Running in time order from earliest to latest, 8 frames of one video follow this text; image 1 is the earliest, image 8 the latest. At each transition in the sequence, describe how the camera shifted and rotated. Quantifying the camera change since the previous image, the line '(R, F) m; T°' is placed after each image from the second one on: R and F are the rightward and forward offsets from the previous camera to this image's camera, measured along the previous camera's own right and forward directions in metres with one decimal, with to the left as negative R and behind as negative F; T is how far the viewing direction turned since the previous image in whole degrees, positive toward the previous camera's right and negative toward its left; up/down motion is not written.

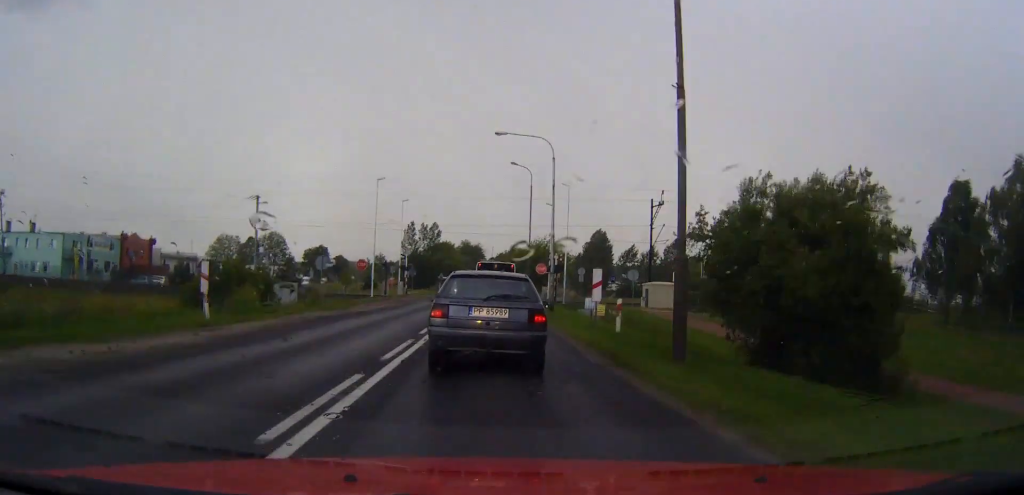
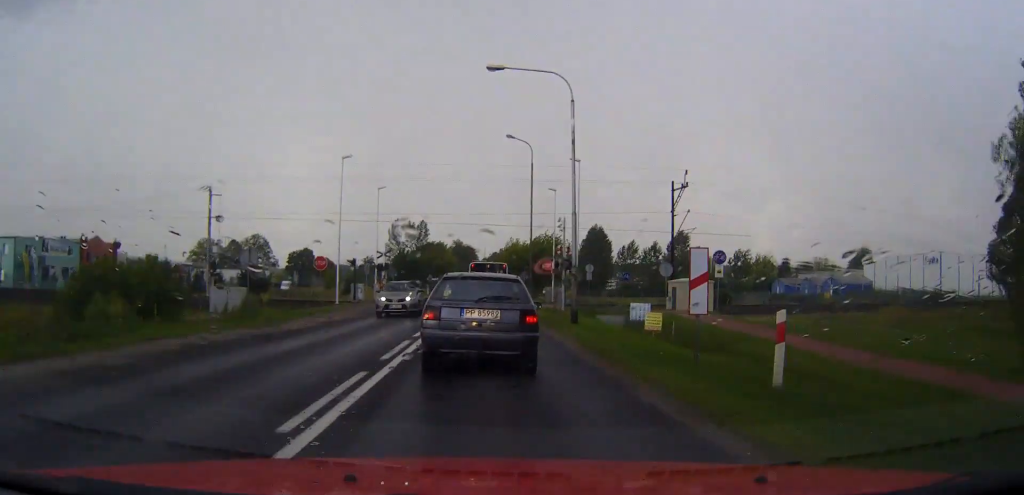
(+0.2, +11.9) m; +1°
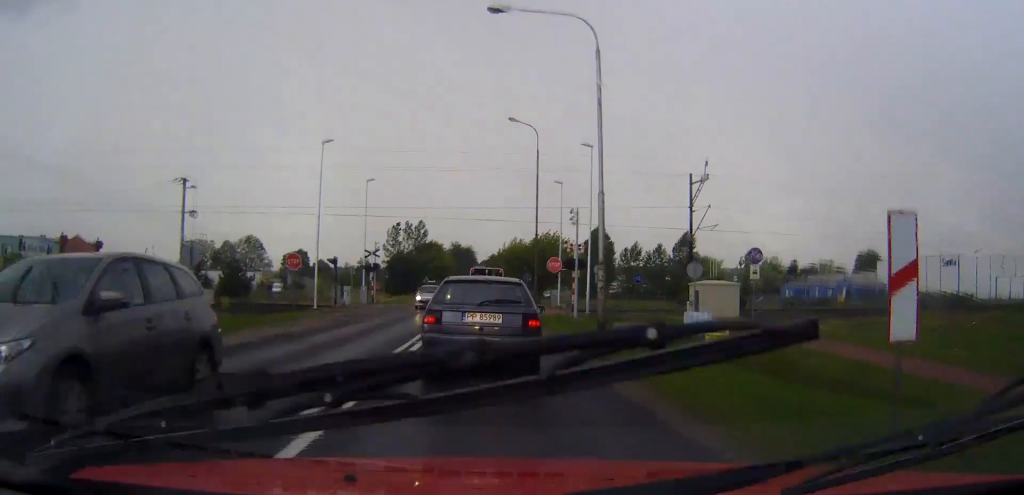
(0.0, +6.8) m; 0°
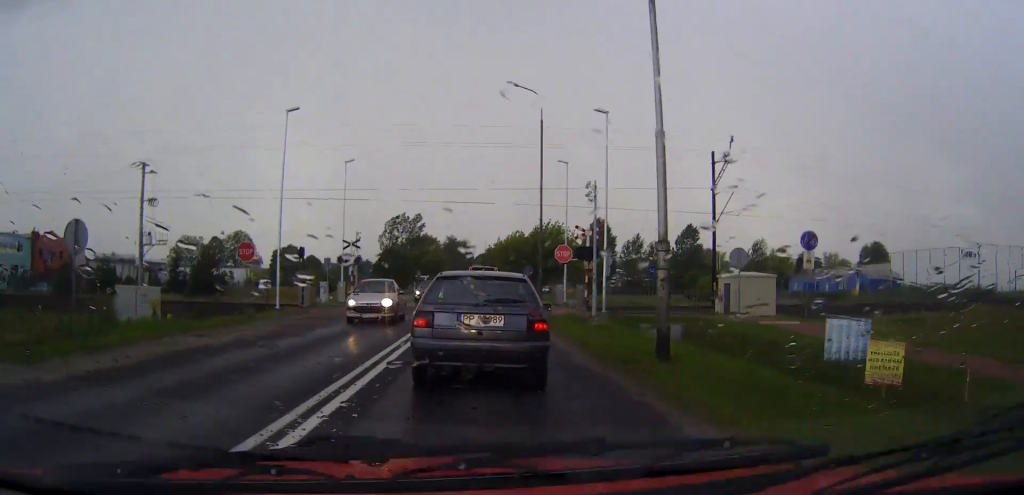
(0.0, +6.1) m; 0°
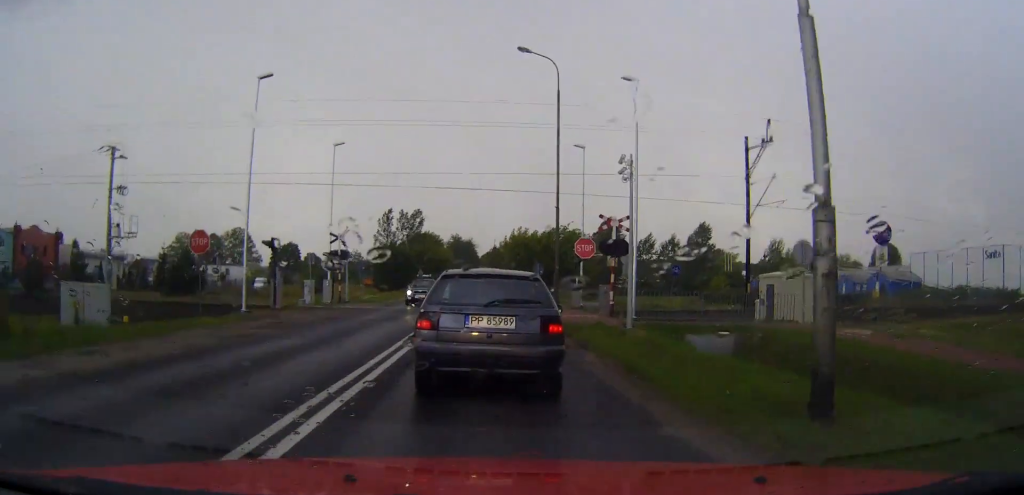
(0.0, +4.3) m; 0°
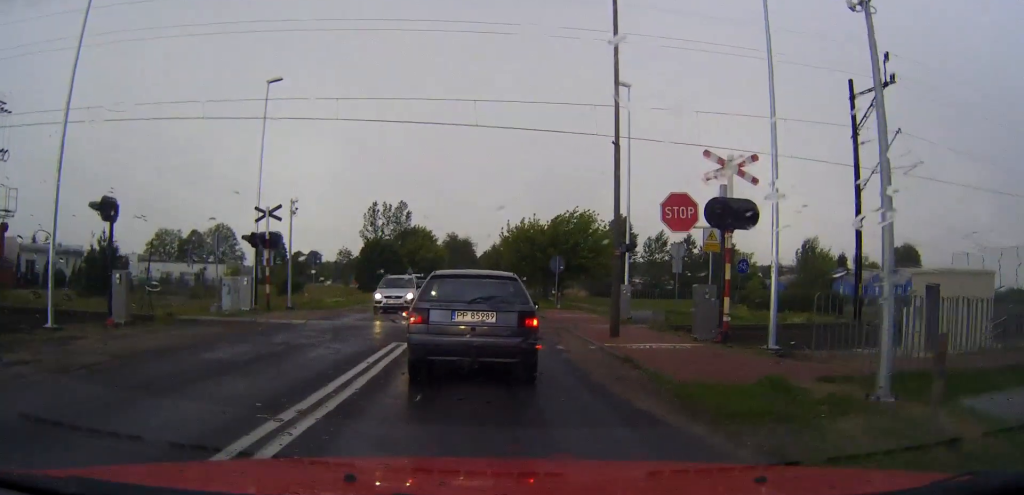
(-0.1, +10.0) m; 0°
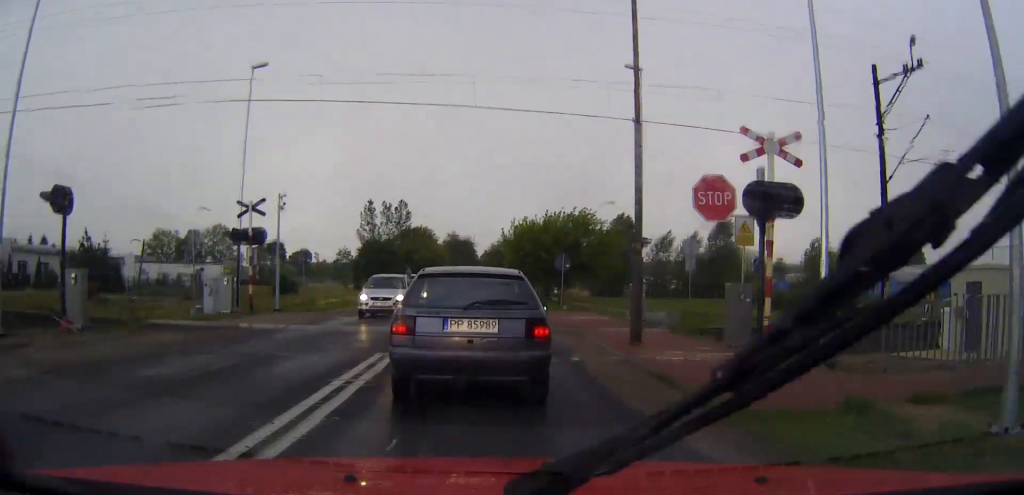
(0.0, +2.1) m; +1°
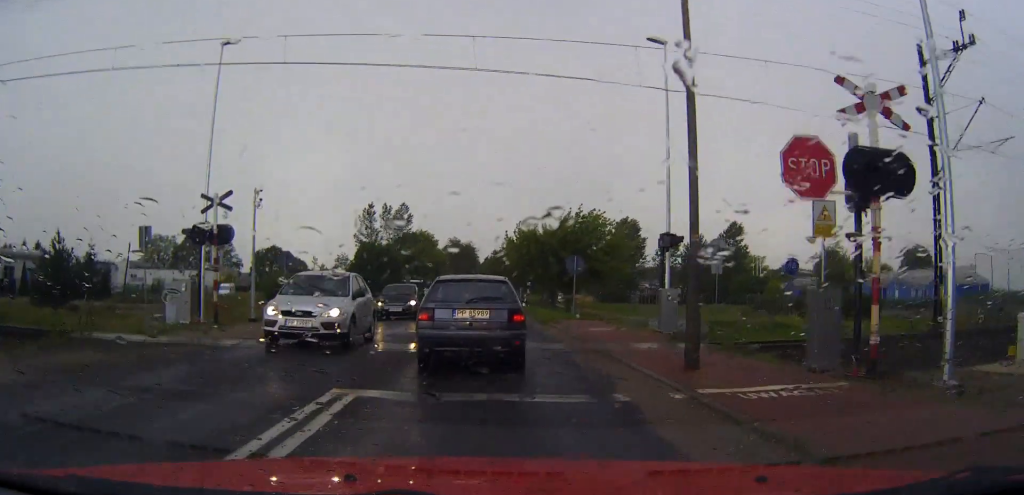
(0.0, +2.8) m; +1°
